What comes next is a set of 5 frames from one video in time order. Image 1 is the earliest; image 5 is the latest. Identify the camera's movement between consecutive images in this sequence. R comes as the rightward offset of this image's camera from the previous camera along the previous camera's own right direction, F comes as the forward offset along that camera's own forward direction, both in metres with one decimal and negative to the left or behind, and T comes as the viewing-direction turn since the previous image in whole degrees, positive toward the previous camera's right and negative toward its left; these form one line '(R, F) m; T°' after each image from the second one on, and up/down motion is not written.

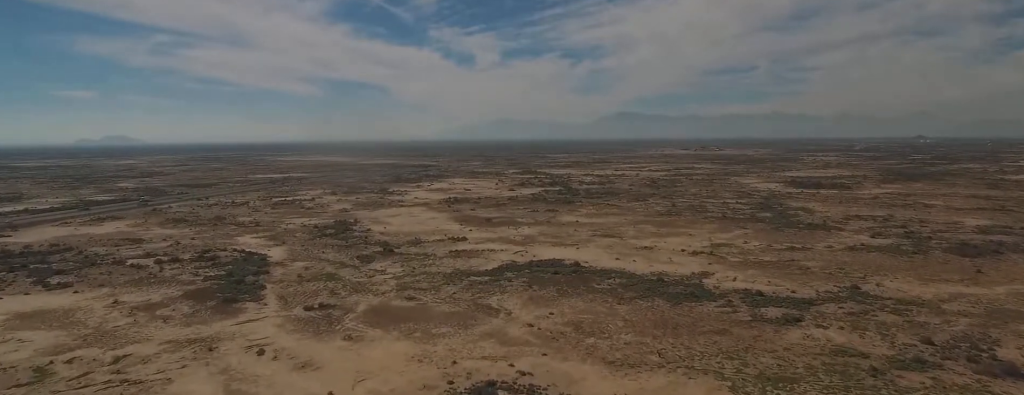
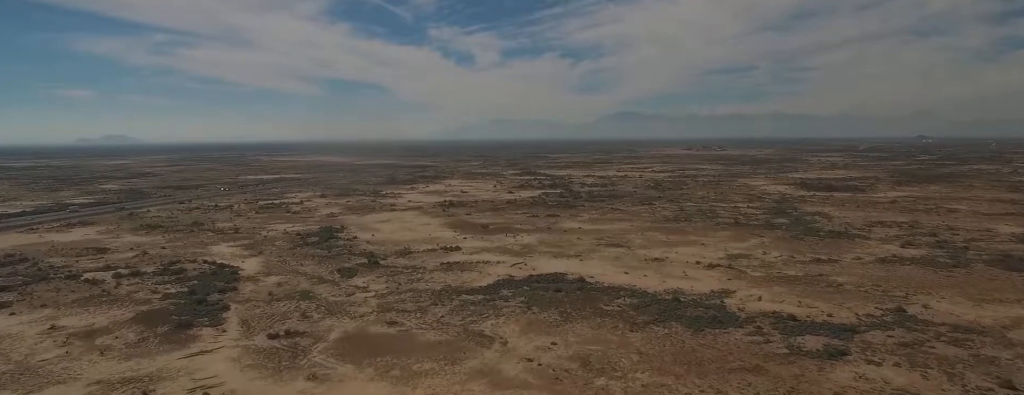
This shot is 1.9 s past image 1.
(-0.4, +30.0) m; -1°
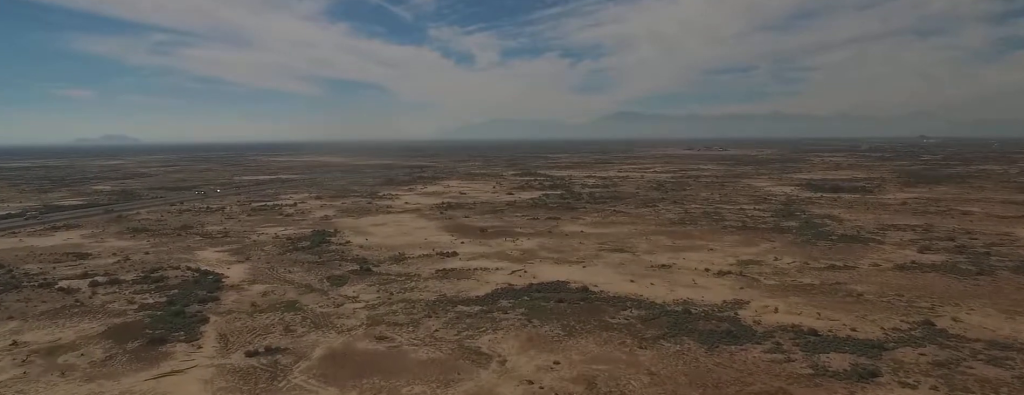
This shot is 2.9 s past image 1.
(0.0, +14.6) m; +1°
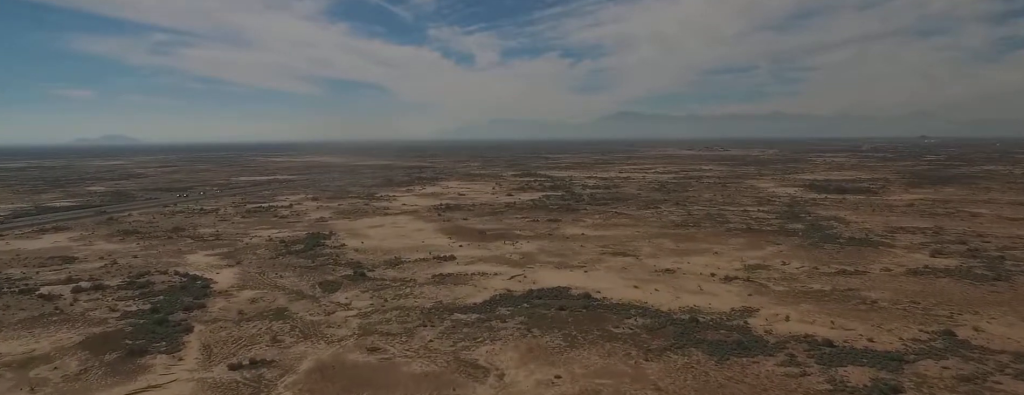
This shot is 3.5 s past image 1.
(0.0, +9.4) m; 0°
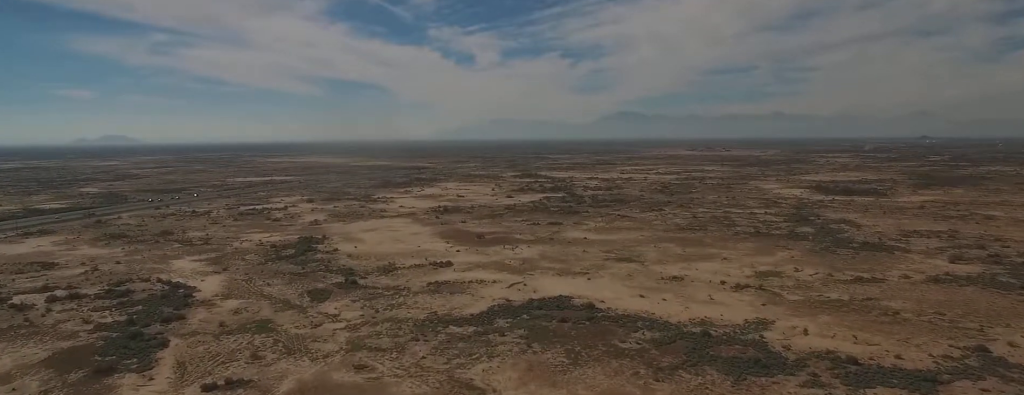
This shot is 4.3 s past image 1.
(+0.1, +13.1) m; 0°
